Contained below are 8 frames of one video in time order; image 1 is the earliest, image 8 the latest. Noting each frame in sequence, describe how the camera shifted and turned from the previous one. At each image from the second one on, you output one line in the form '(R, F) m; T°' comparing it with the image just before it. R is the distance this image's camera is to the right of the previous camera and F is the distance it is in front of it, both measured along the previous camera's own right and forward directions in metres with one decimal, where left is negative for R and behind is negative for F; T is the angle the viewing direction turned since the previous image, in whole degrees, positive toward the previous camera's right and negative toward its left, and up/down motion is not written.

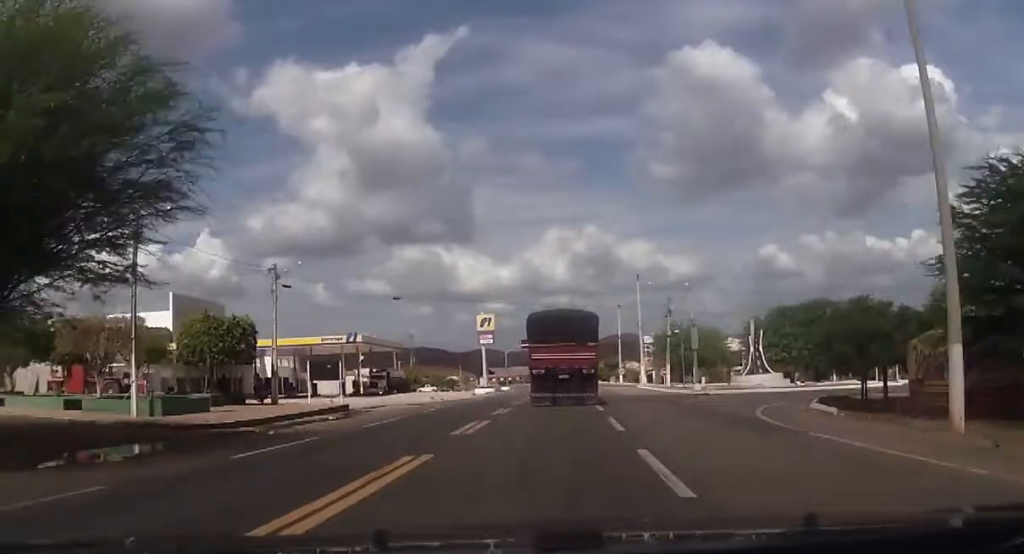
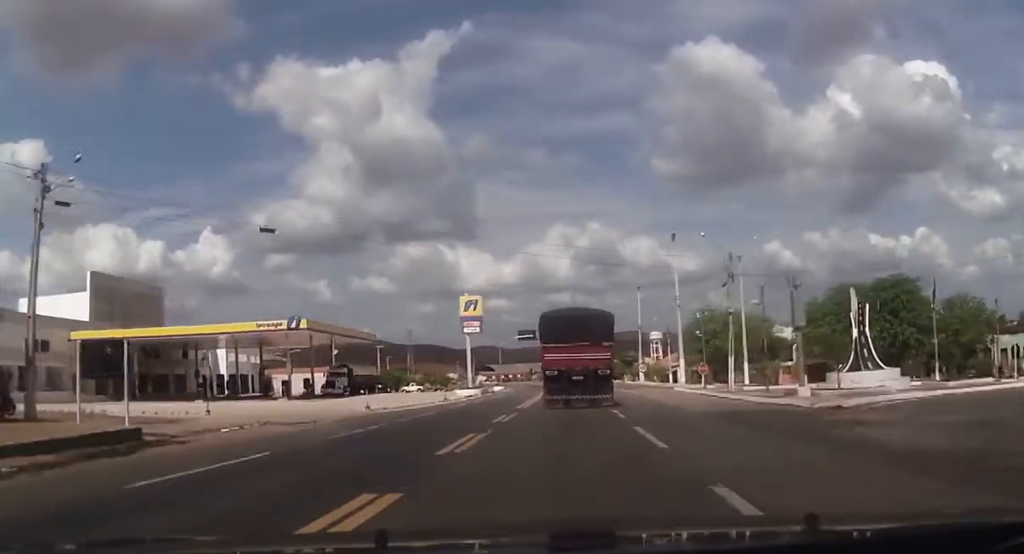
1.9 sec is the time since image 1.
(-0.3, +20.3) m; 0°
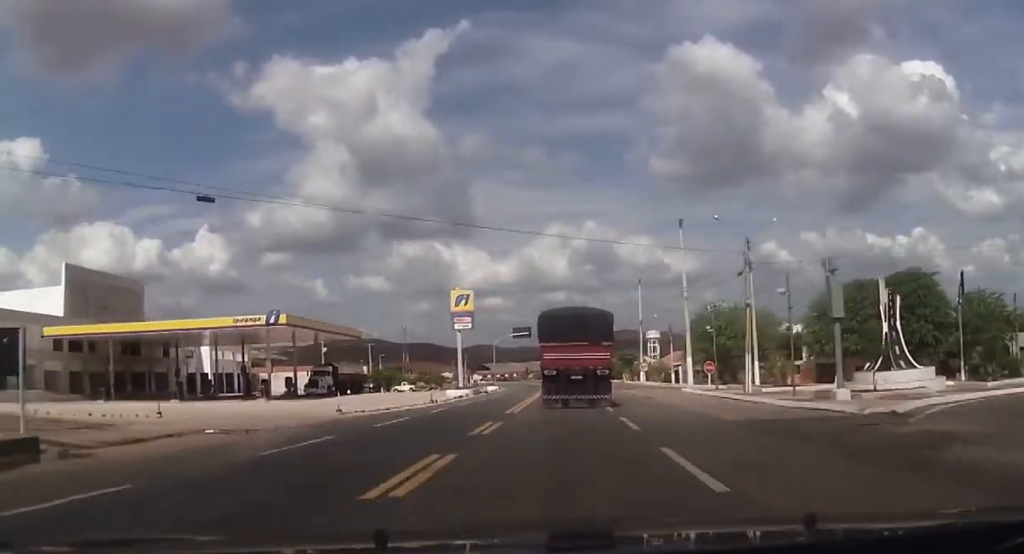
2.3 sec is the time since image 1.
(-0.1, +4.3) m; +1°
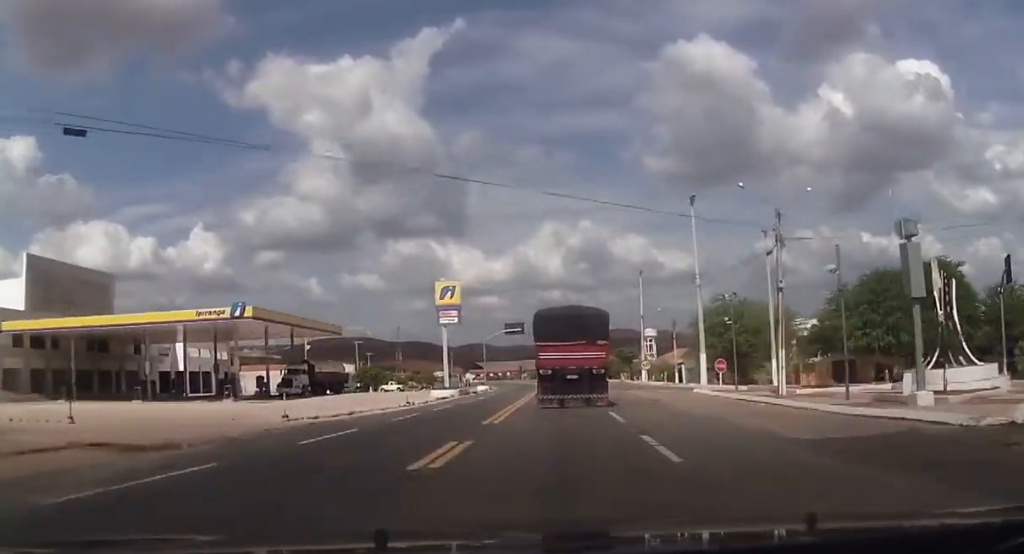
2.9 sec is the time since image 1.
(+0.1, +6.0) m; 0°
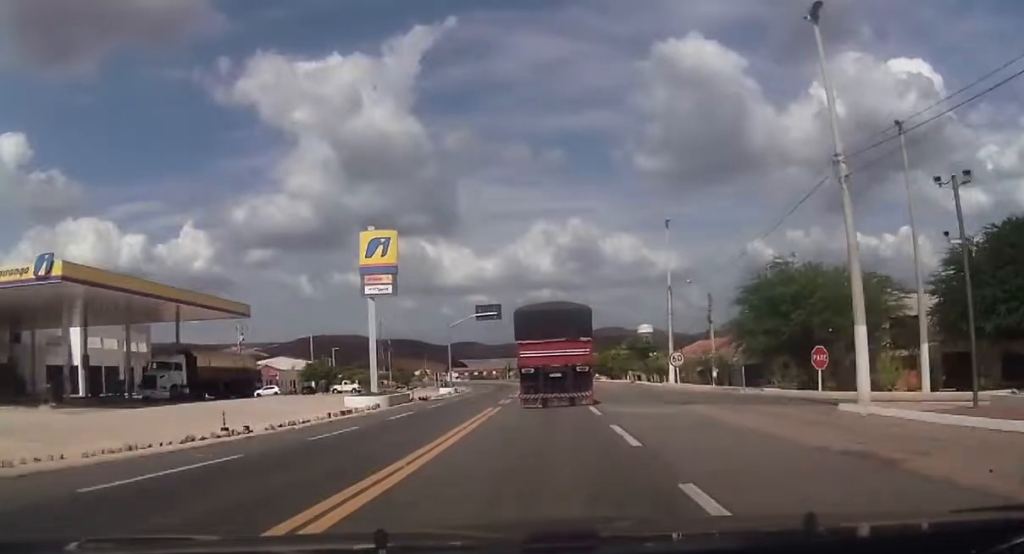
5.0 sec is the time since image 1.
(0.0, +22.2) m; 0°
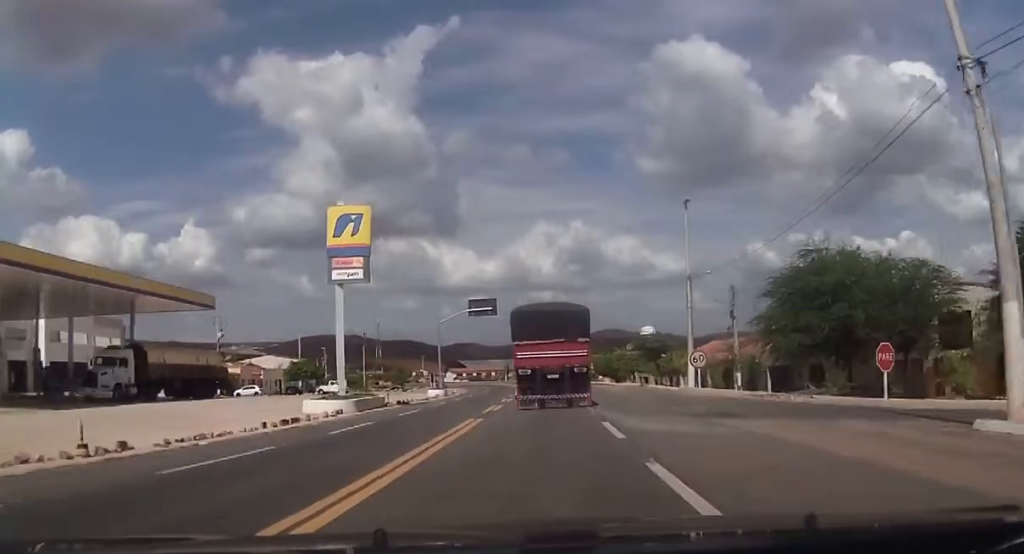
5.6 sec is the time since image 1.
(+0.2, +6.4) m; 0°
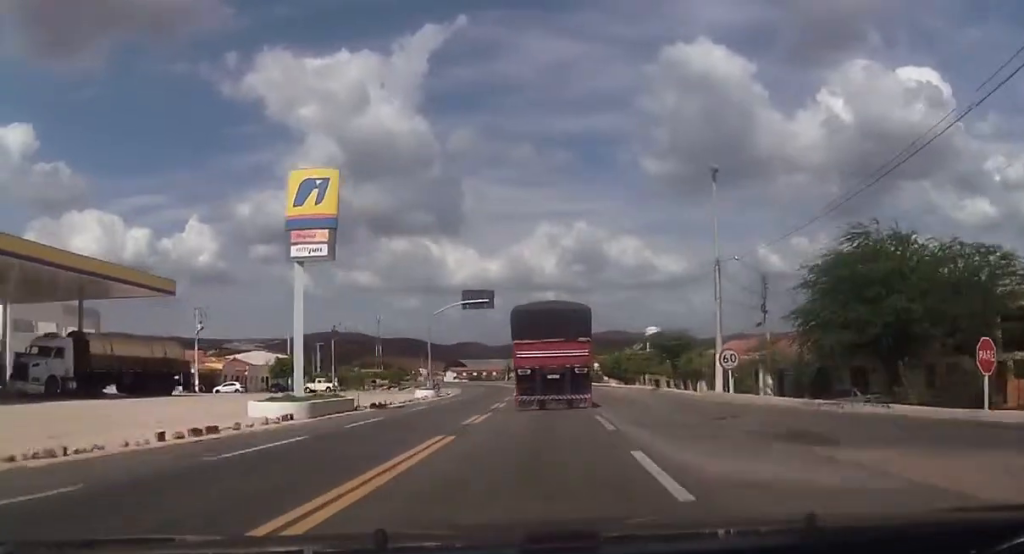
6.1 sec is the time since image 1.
(-0.2, +6.2) m; -1°
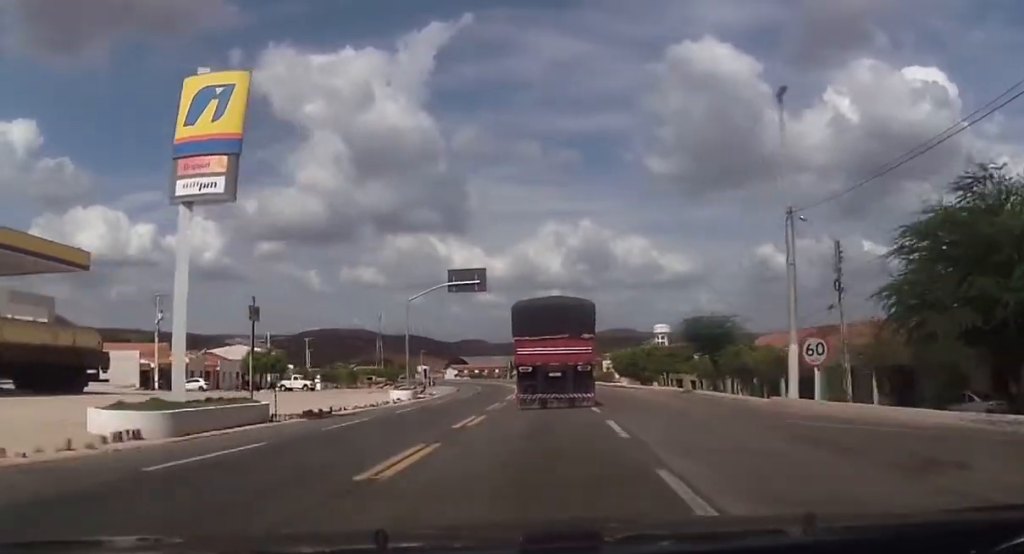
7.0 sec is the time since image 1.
(-0.2, +10.0) m; 0°
